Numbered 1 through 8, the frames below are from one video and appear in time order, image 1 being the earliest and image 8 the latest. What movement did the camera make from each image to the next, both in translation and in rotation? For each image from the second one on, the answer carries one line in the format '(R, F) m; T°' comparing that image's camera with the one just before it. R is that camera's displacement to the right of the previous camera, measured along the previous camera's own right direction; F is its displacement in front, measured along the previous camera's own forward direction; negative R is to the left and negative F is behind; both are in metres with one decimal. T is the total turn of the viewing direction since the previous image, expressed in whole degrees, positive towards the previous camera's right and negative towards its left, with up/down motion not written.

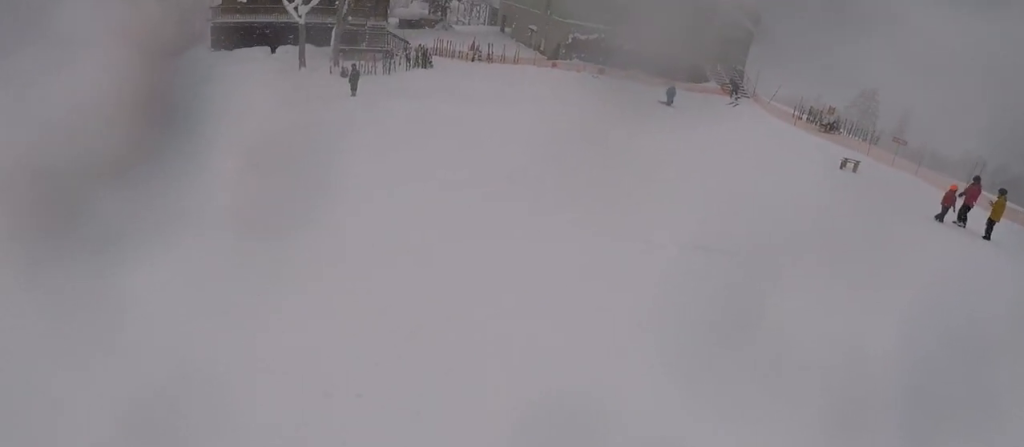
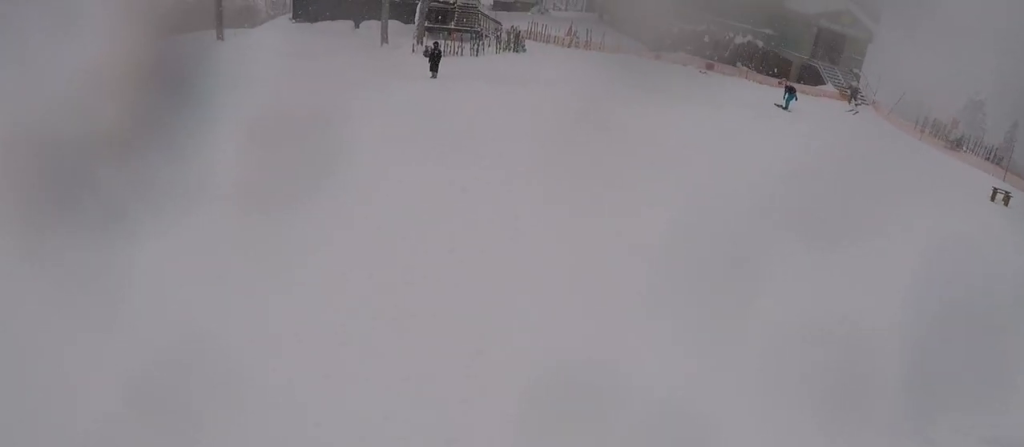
(-0.6, +3.6) m; -25°
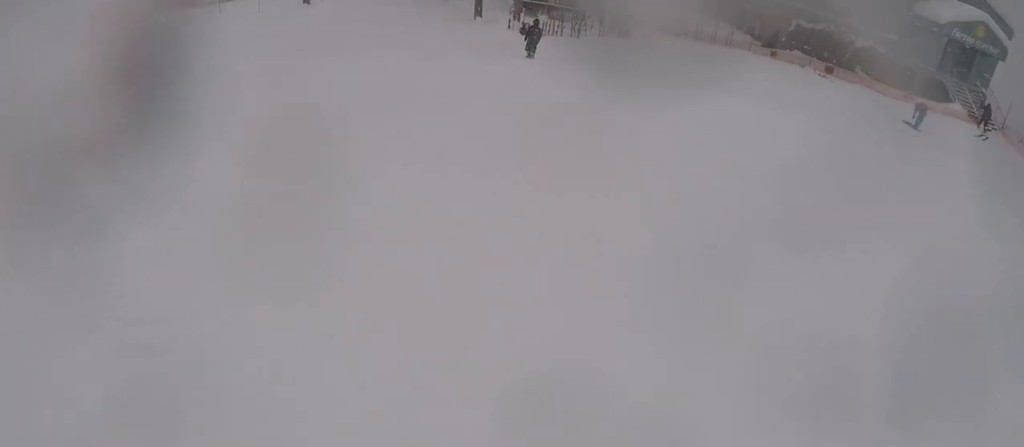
(-0.2, +2.4) m; -14°
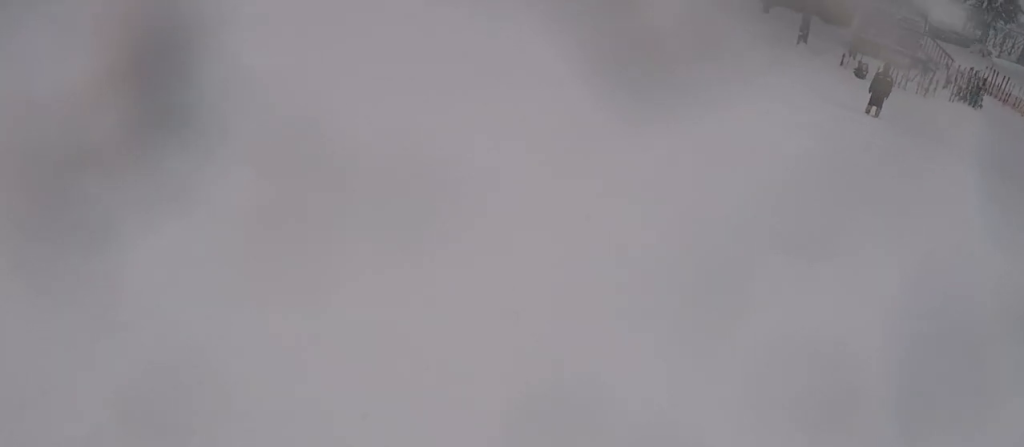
(-1.8, +4.9) m; -18°
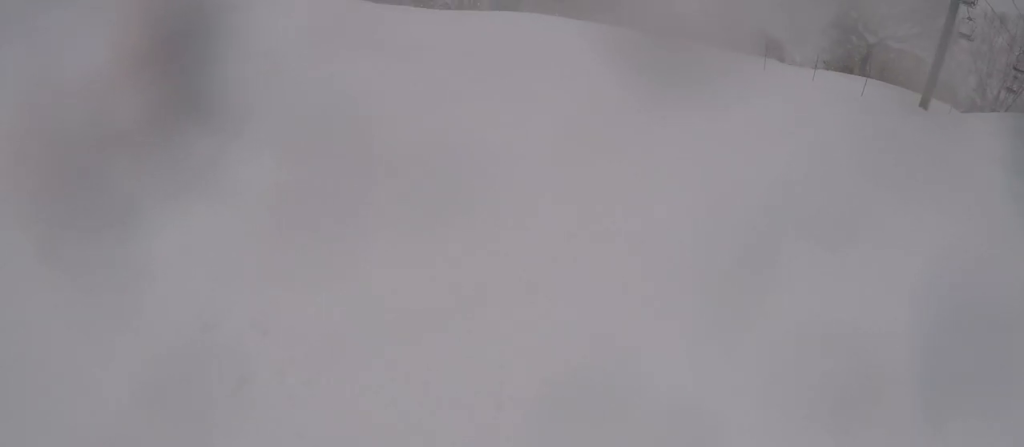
(-0.2, +6.5) m; -15°
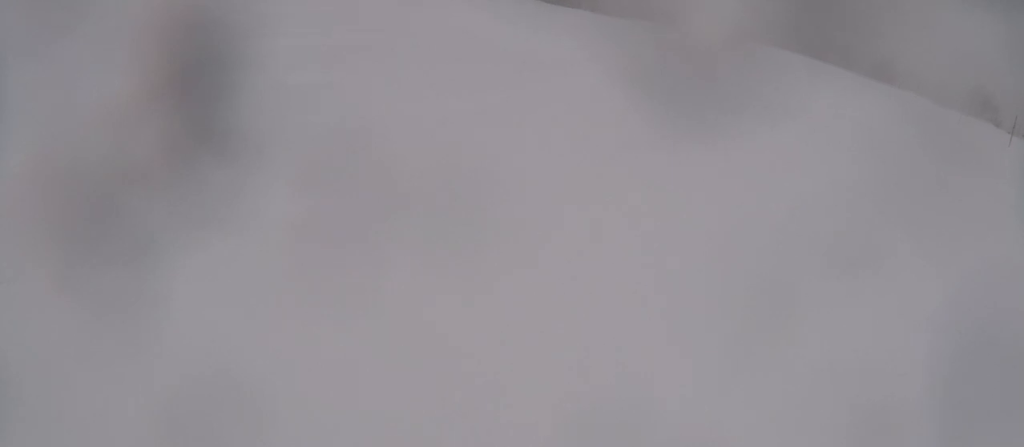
(-1.8, +7.0) m; -20°
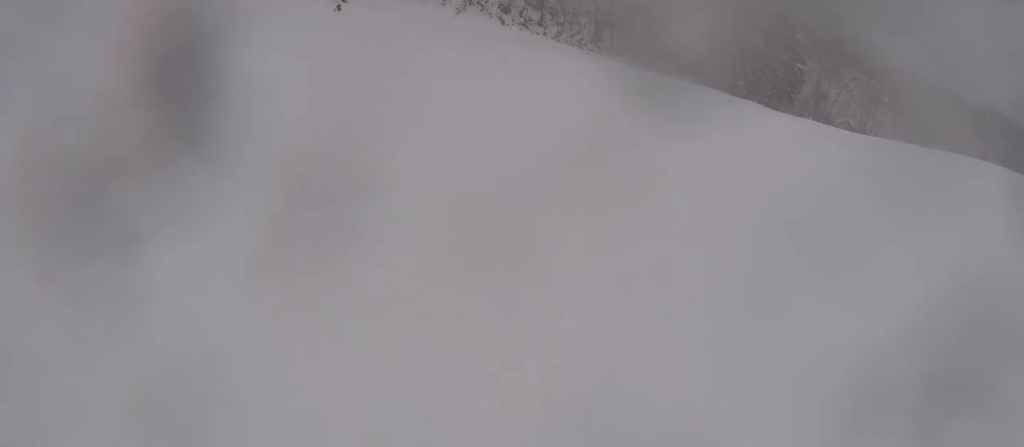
(-1.5, +9.5) m; -13°
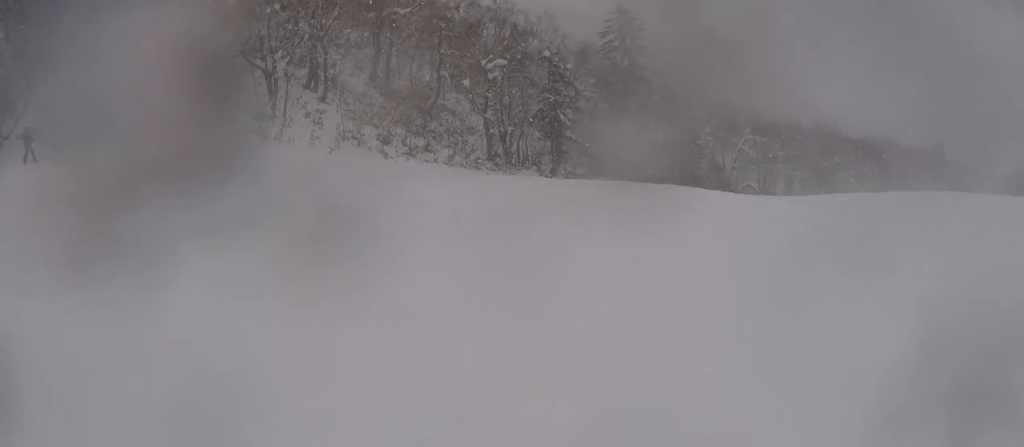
(+1.0, +9.5) m; +28°
